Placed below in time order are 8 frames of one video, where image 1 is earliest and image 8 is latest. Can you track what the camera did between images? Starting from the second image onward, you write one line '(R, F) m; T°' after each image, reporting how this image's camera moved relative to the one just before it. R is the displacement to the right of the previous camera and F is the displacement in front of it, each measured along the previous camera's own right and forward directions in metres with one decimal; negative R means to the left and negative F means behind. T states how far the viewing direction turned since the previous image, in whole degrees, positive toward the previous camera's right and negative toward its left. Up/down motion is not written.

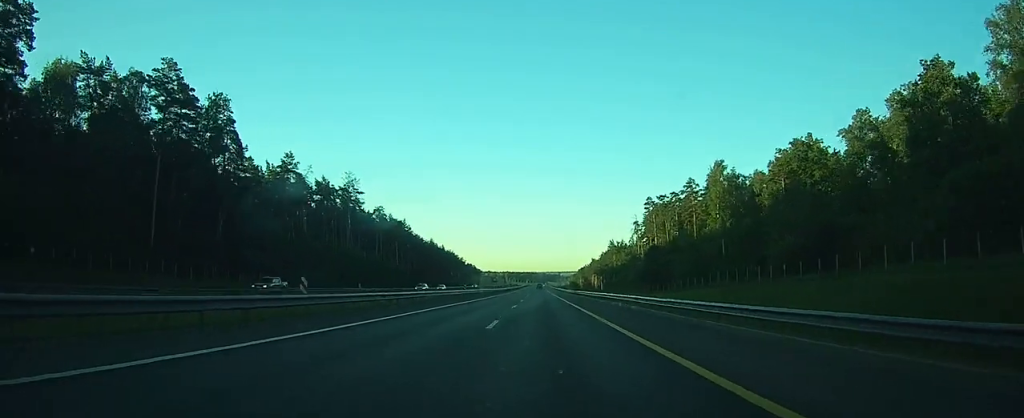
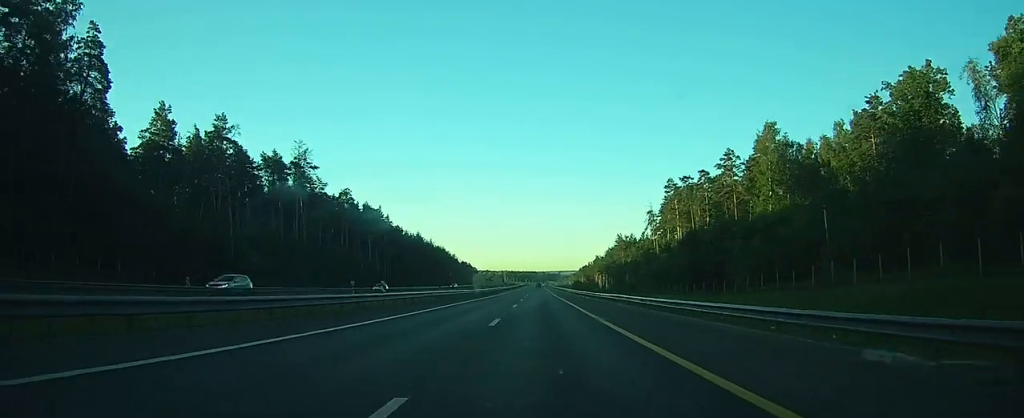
(0.0, +30.4) m; 0°
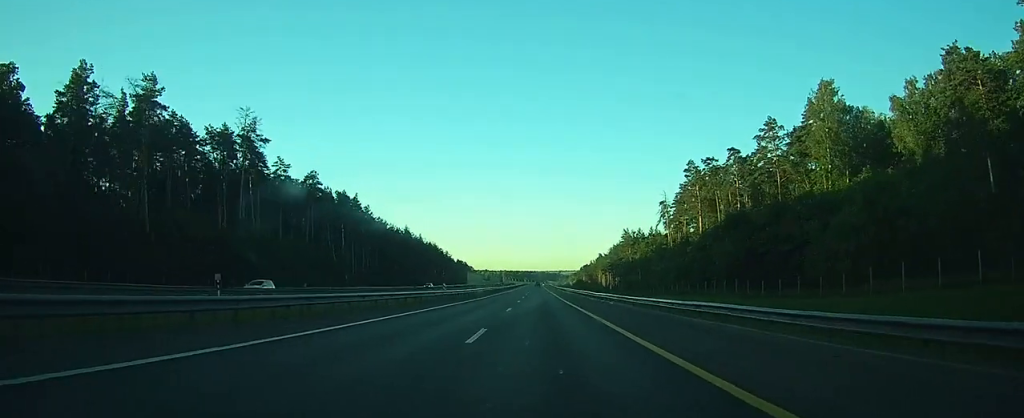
(0.0, +21.7) m; 0°
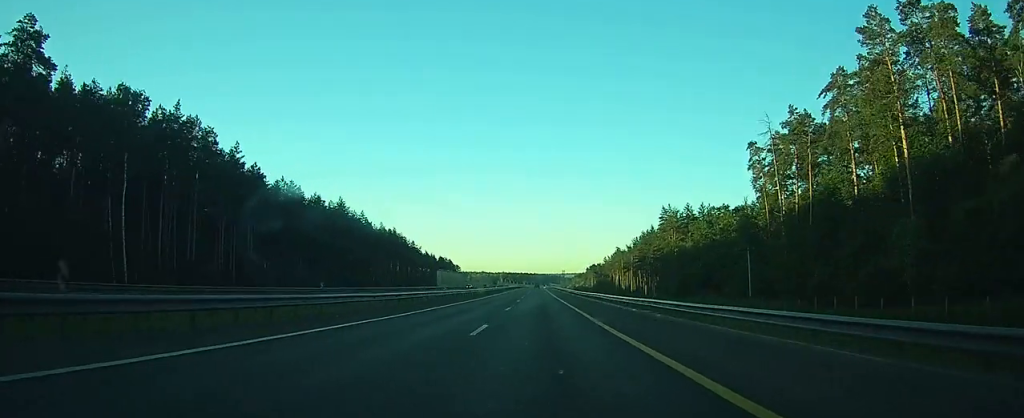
(-0.3, +77.5) m; 0°
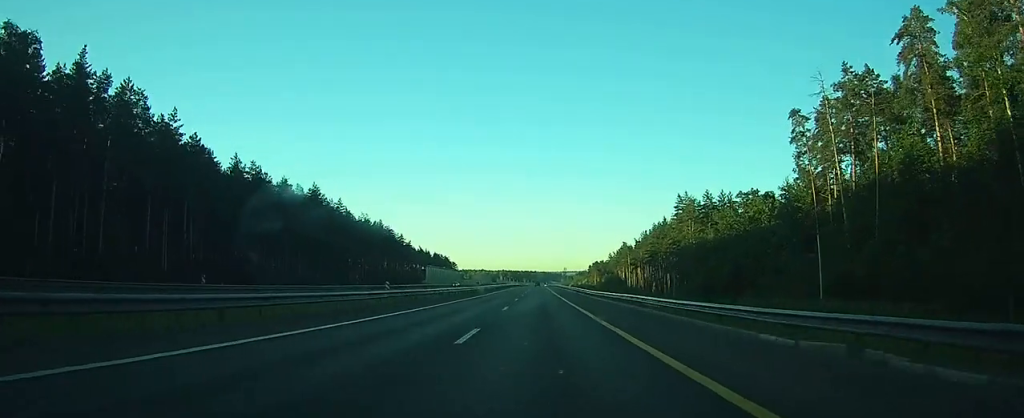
(+0.1, +18.6) m; 0°
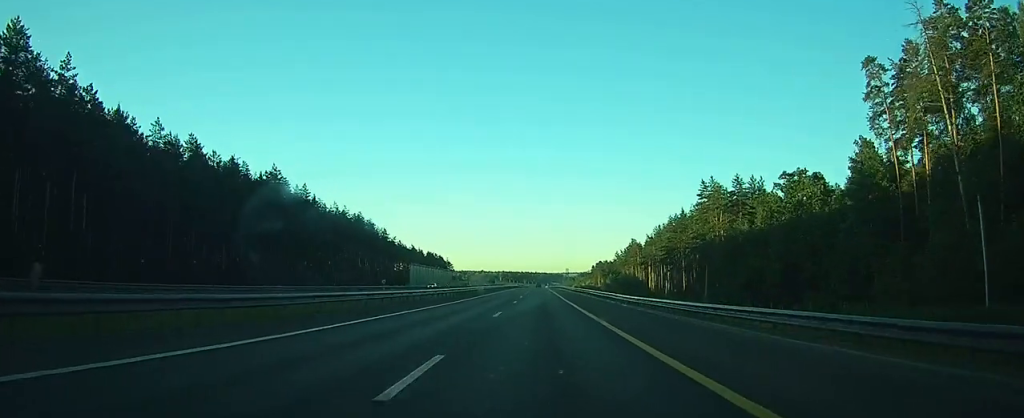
(0.0, +22.0) m; 0°
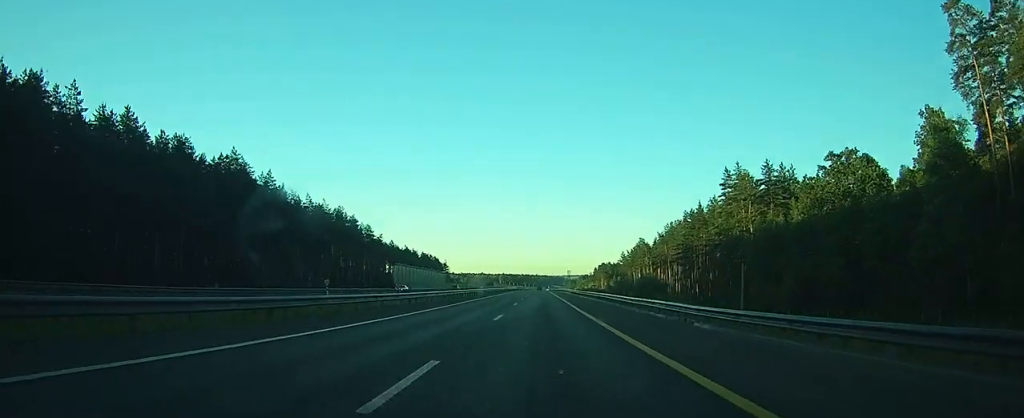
(0.0, +16.5) m; 0°
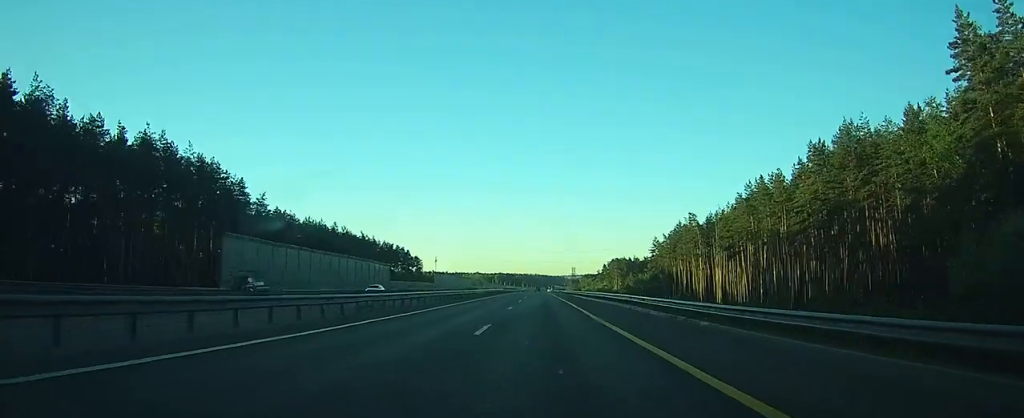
(+0.2, +70.6) m; 0°
